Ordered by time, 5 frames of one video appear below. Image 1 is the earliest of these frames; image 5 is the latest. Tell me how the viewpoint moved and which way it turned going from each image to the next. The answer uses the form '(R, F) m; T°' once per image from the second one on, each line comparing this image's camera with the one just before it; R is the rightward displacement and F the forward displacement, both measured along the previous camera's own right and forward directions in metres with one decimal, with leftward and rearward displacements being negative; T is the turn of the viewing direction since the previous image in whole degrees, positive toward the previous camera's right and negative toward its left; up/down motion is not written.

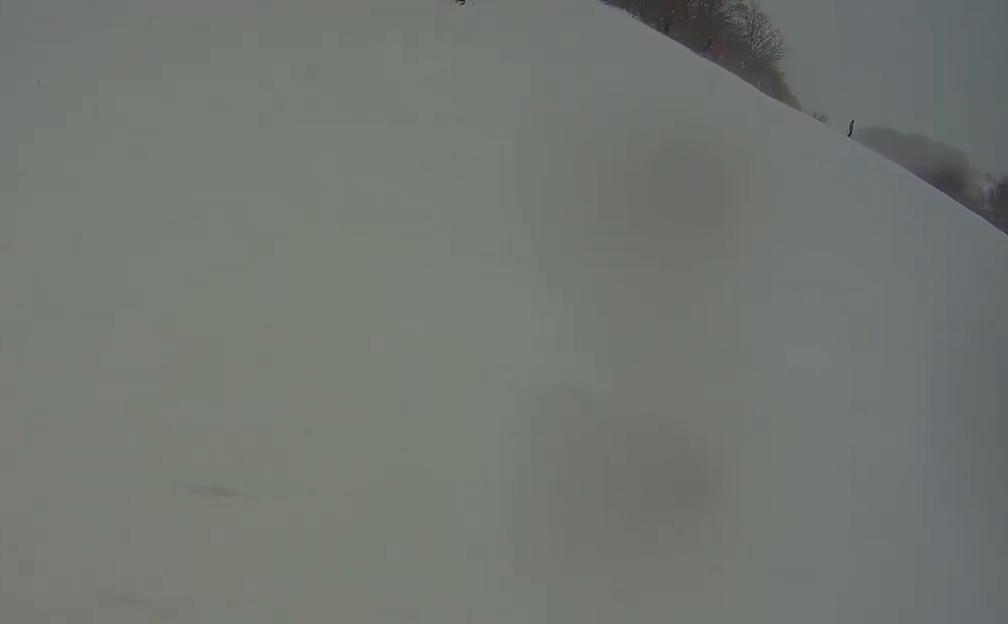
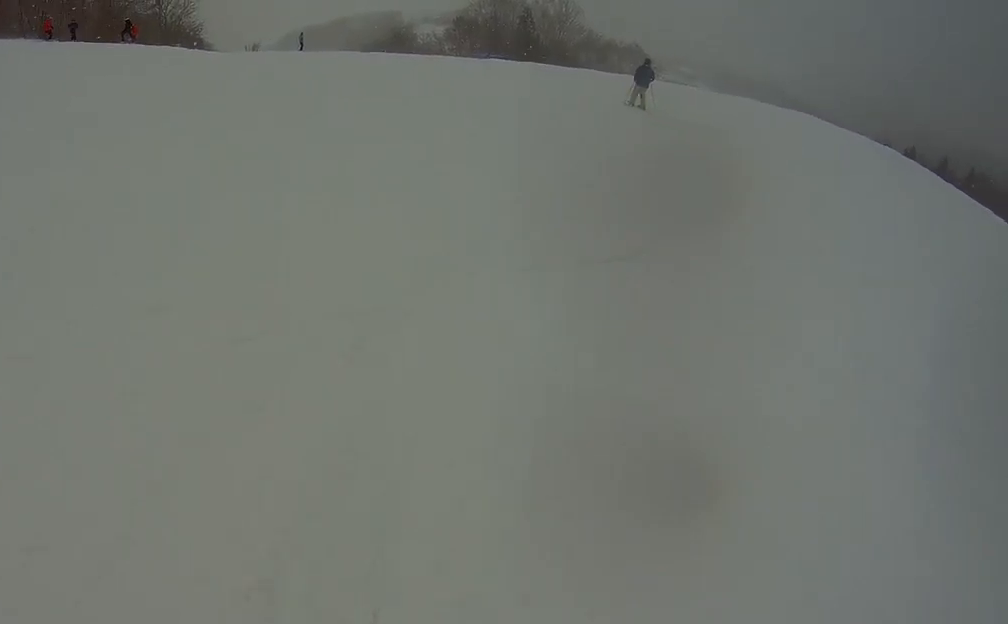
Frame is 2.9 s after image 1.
(+3.2, +9.3) m; +38°
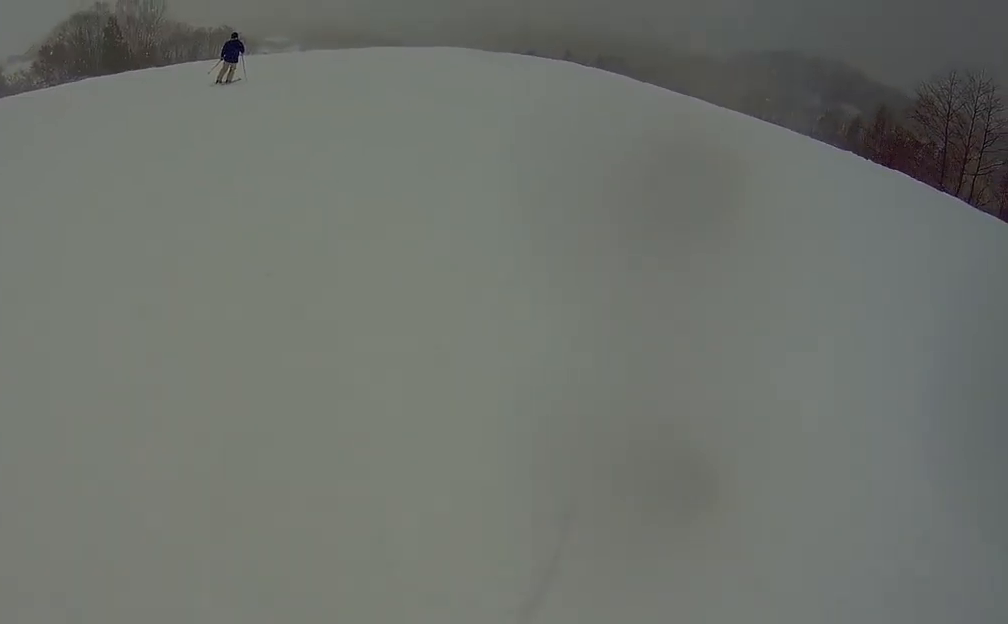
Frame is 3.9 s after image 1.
(+0.6, +4.1) m; +15°
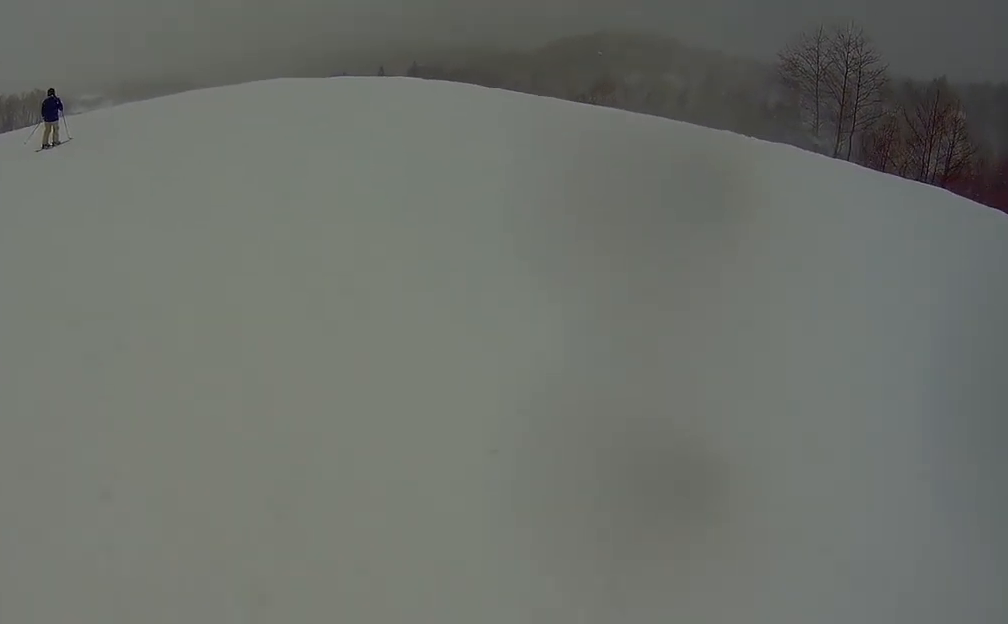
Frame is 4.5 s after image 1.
(+0.2, +2.6) m; +7°
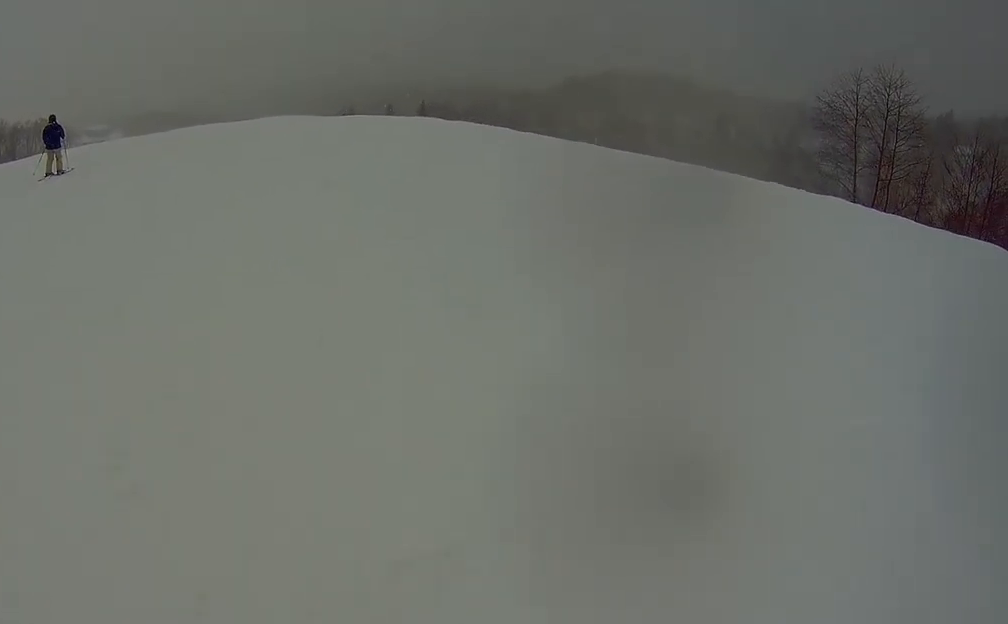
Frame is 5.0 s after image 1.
(+0.1, +2.3) m; +5°
